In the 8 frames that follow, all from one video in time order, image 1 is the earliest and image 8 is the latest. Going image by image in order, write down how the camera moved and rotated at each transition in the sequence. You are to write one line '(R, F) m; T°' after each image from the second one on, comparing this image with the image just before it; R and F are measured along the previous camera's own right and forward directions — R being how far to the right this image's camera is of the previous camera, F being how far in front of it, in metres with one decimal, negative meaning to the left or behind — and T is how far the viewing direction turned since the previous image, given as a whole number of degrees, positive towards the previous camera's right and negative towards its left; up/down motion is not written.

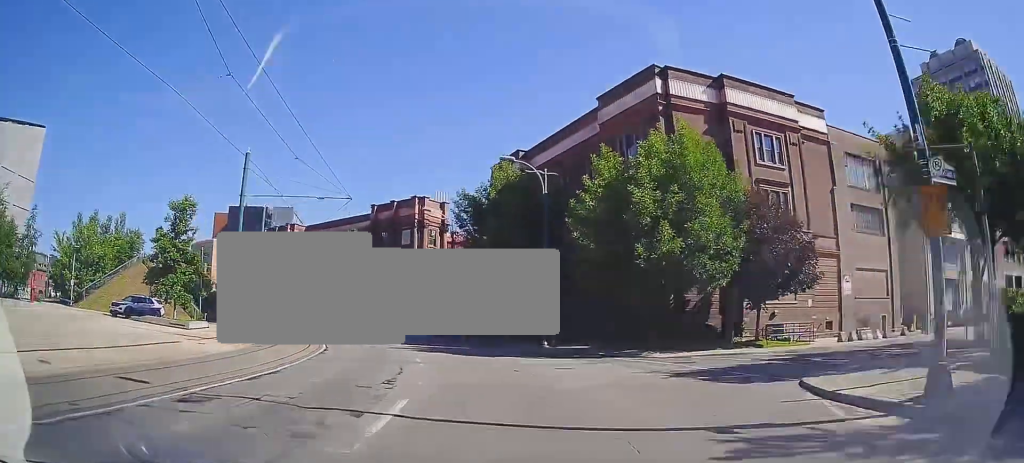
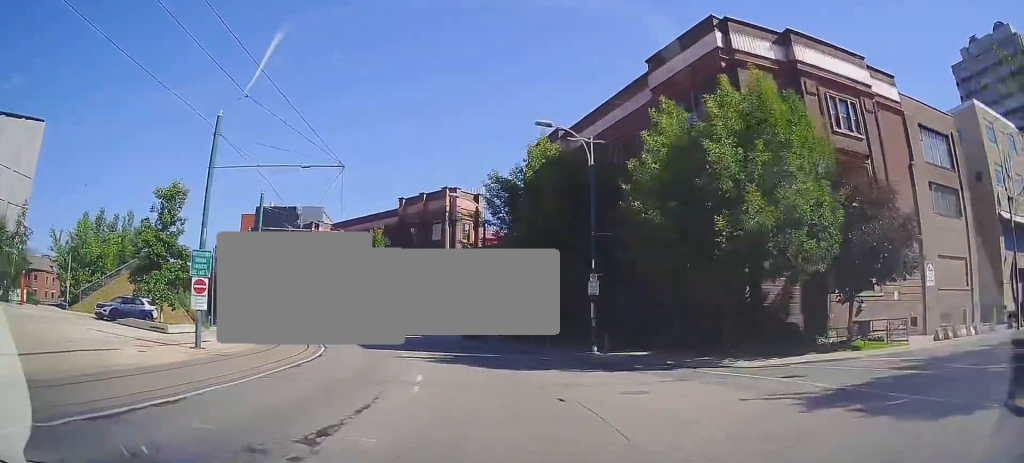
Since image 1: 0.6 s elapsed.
(-0.1, +5.6) m; -5°
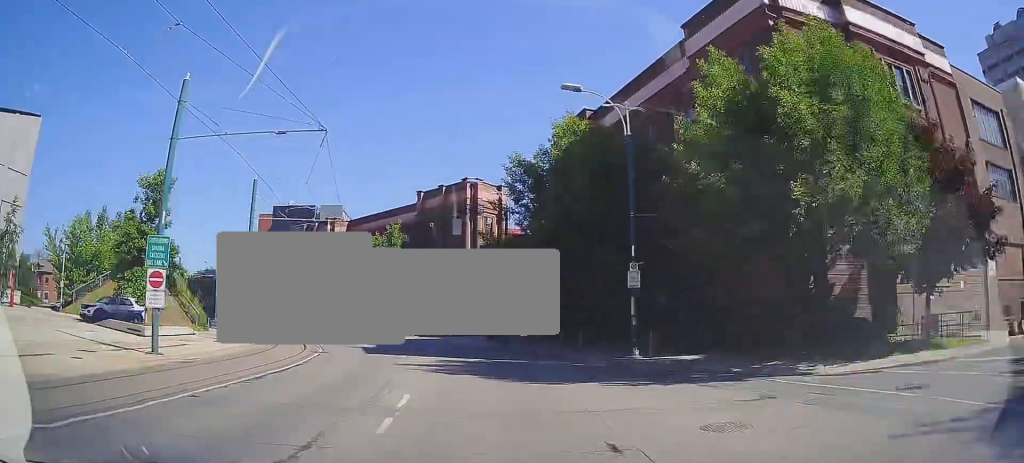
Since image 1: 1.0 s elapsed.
(-0.2, +3.8) m; -3°
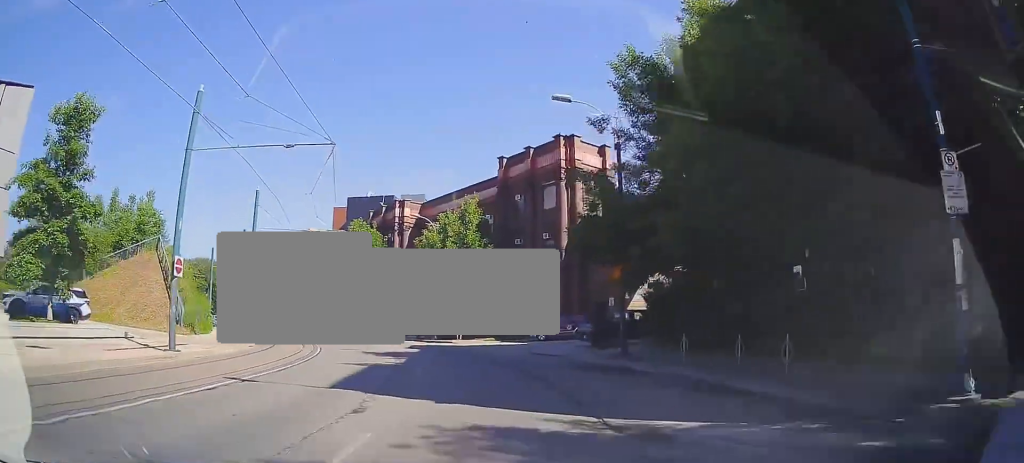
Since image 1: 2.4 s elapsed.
(-0.9, +13.1) m; -11°
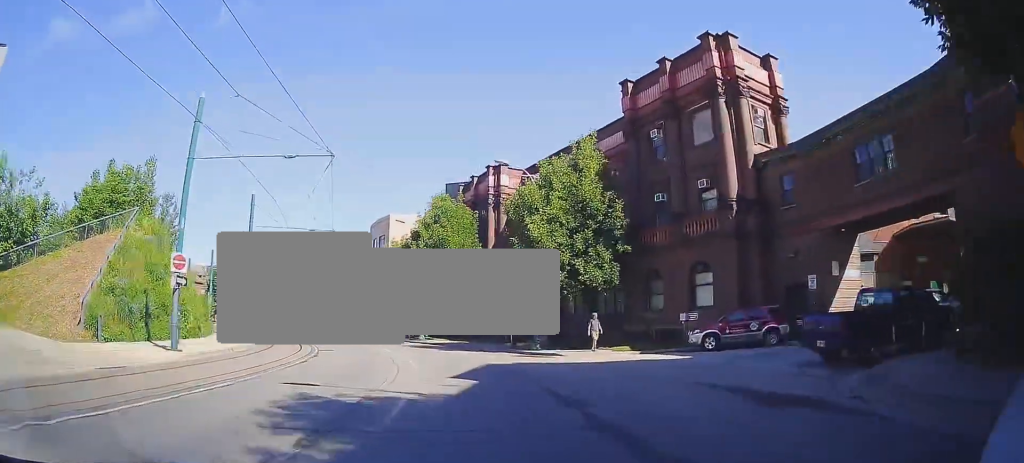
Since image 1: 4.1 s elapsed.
(-1.9, +15.4) m; -12°
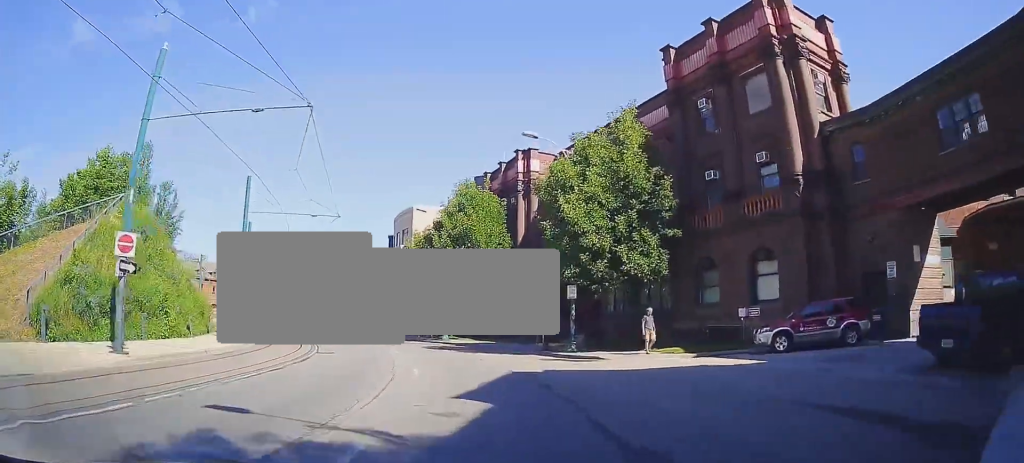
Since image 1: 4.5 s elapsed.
(+0.2, +4.0) m; -3°
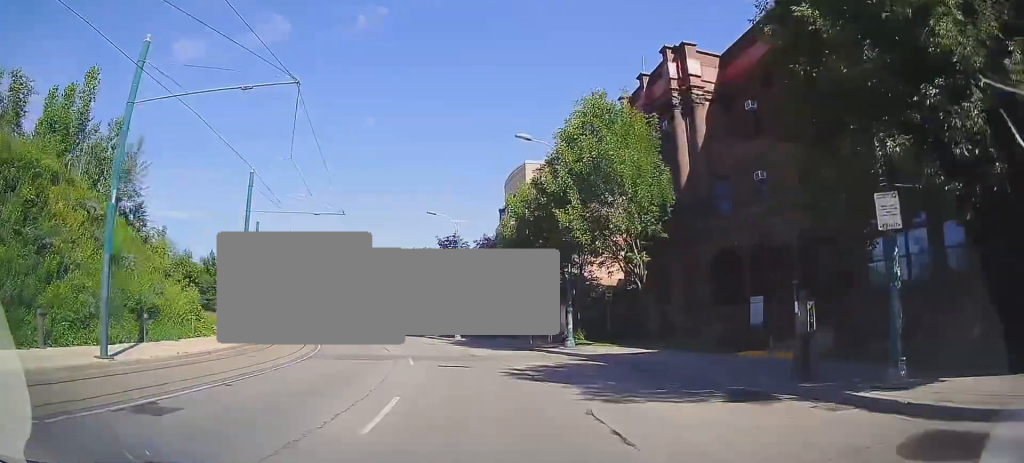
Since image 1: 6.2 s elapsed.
(-2.6, +17.0) m; -15°
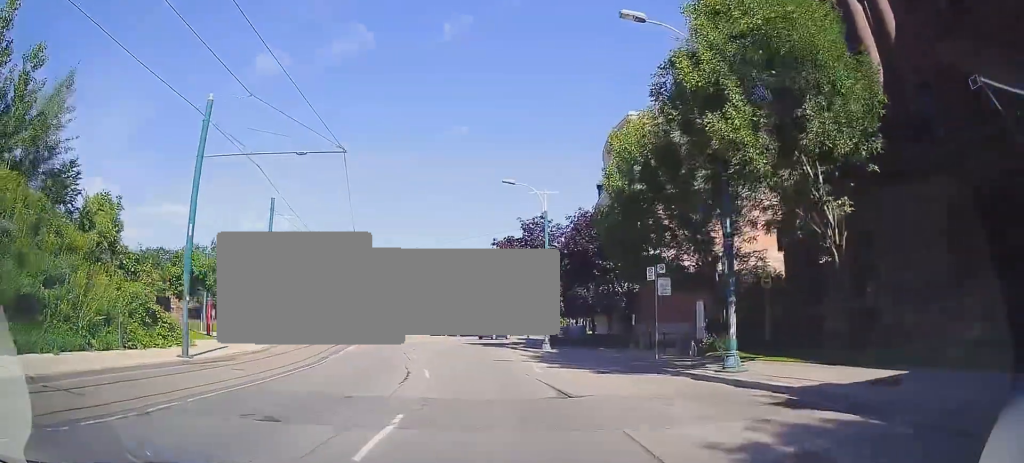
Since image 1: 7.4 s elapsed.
(-0.9, +11.7) m; -12°
